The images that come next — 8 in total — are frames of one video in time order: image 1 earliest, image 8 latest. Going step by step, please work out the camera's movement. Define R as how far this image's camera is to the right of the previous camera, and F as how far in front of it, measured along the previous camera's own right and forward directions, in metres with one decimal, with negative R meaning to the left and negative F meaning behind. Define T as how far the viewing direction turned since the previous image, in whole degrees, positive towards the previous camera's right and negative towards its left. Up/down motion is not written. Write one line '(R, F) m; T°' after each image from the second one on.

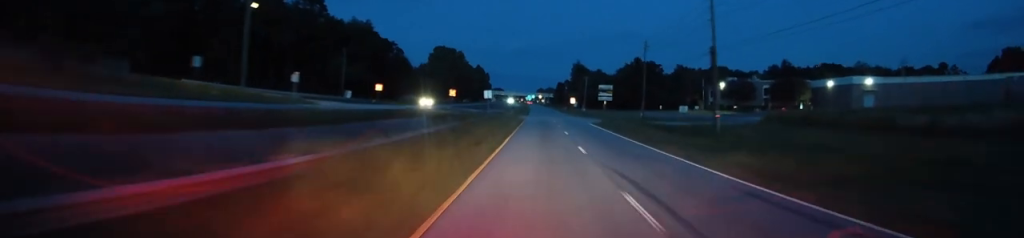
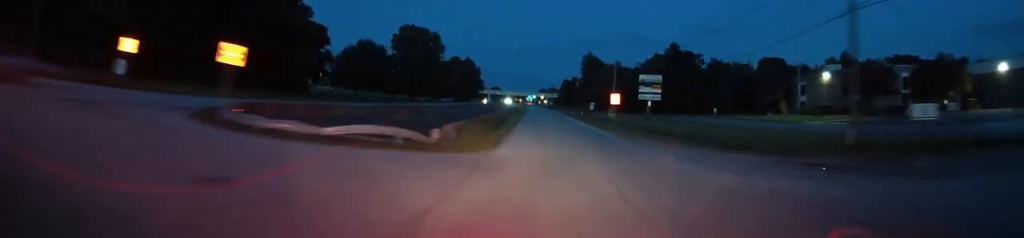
(+0.3, +58.7) m; 0°
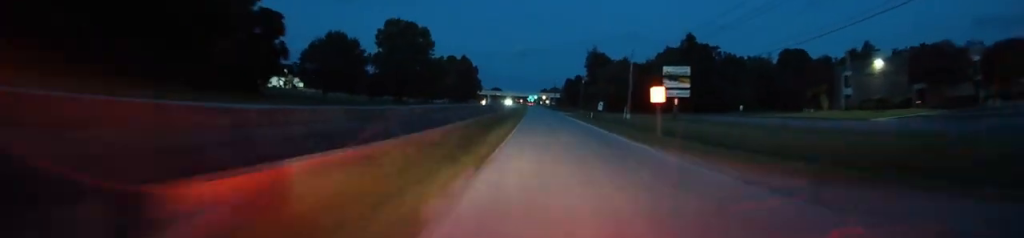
(0.0, +16.3) m; 0°
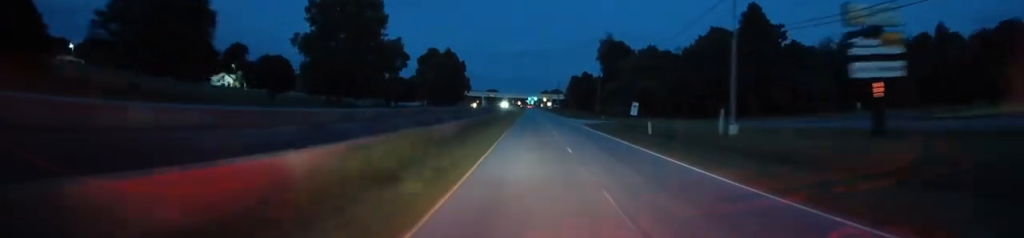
(-0.3, +46.4) m; 0°
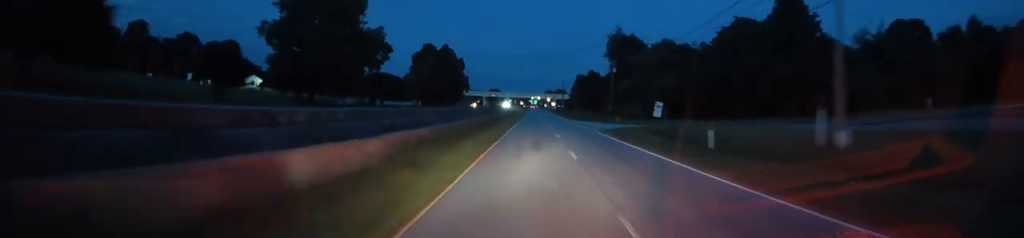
(+0.1, +14.4) m; 0°
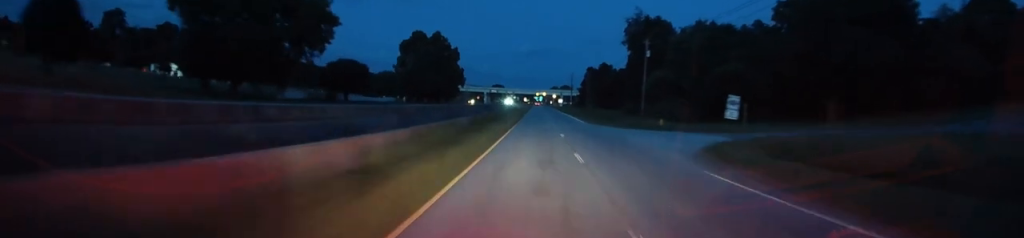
(0.0, +26.2) m; 0°
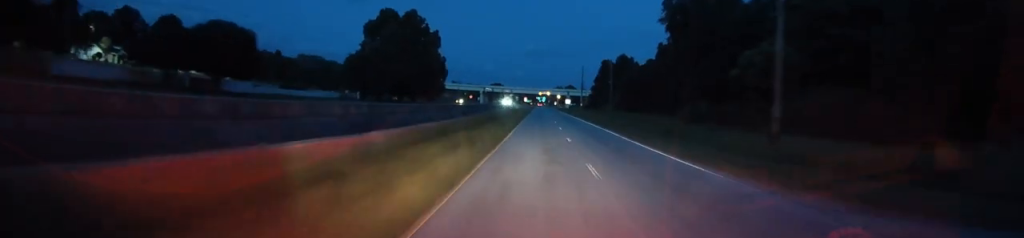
(0.0, +40.2) m; -1°
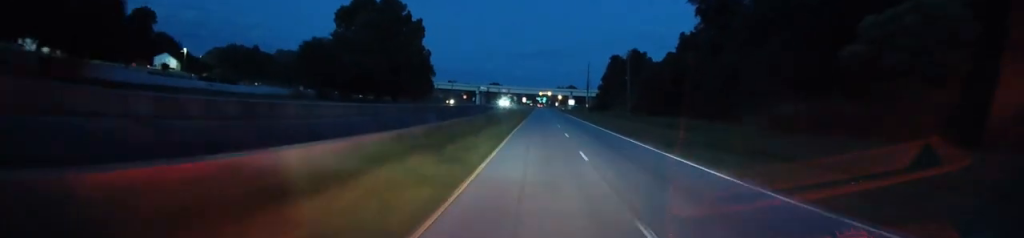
(-0.2, +20.6) m; 0°
